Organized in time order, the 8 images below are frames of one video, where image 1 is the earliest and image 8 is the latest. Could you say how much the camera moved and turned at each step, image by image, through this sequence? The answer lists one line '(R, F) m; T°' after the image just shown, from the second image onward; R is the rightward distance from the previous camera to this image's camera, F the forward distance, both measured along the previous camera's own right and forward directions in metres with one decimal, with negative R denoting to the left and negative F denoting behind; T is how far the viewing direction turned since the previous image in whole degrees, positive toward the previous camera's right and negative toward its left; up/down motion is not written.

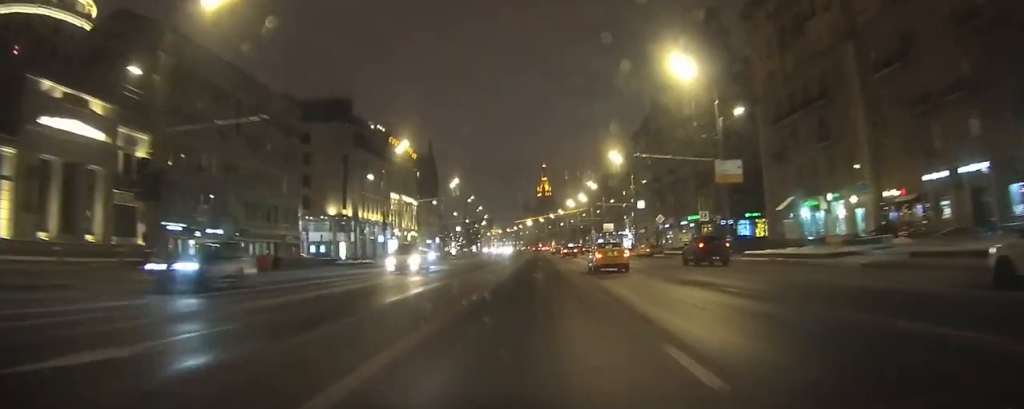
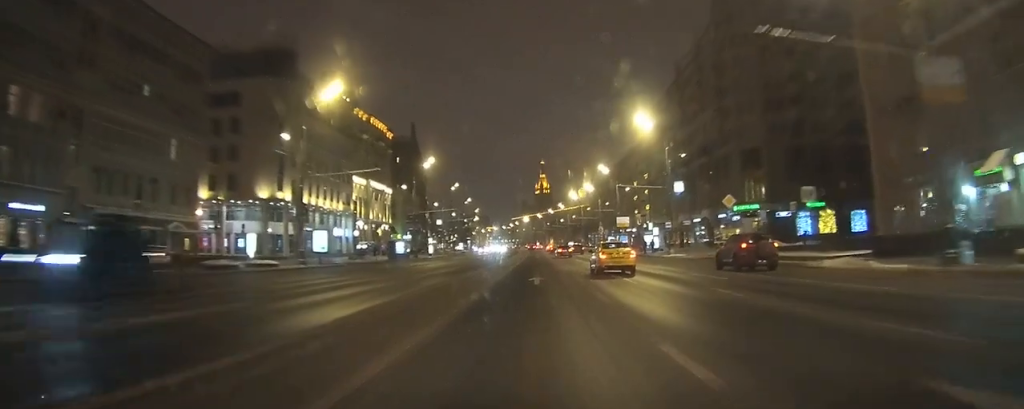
(0.0, +25.2) m; 0°
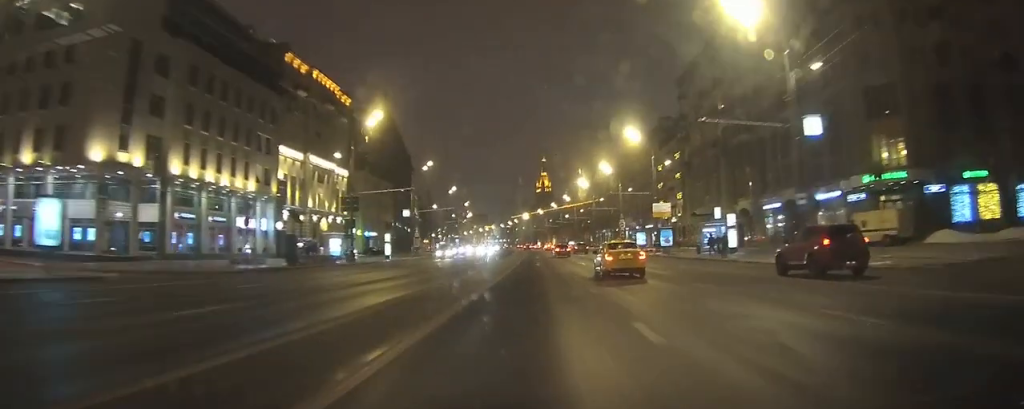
(-0.1, +29.6) m; 0°
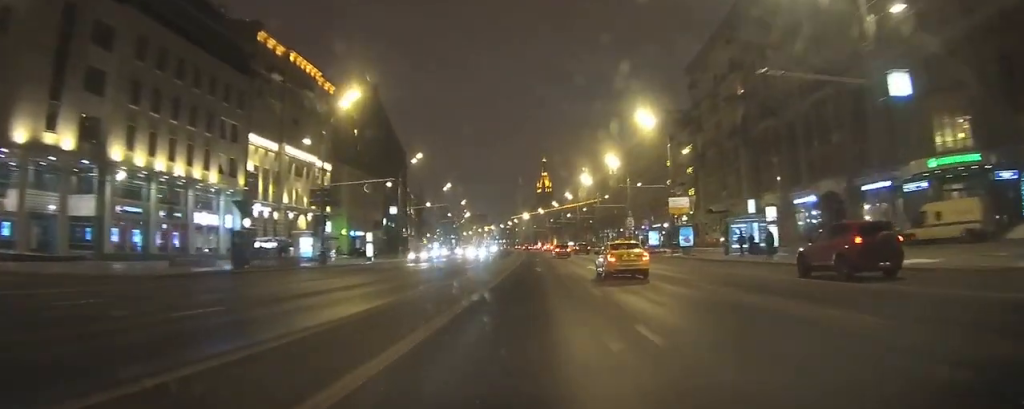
(0.0, +7.9) m; 0°
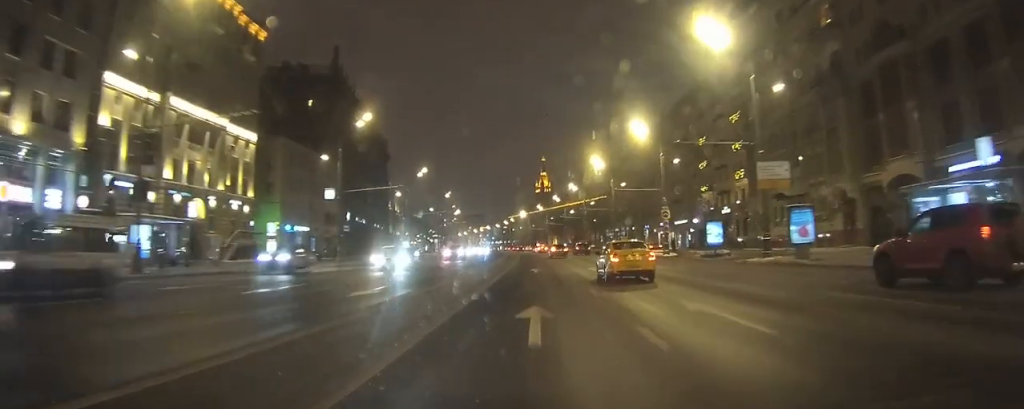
(+0.1, +23.3) m; 0°
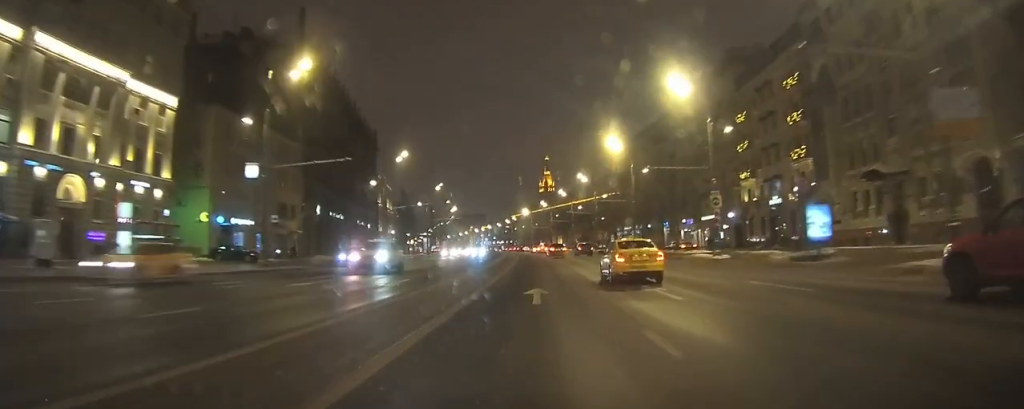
(0.0, +16.0) m; 0°
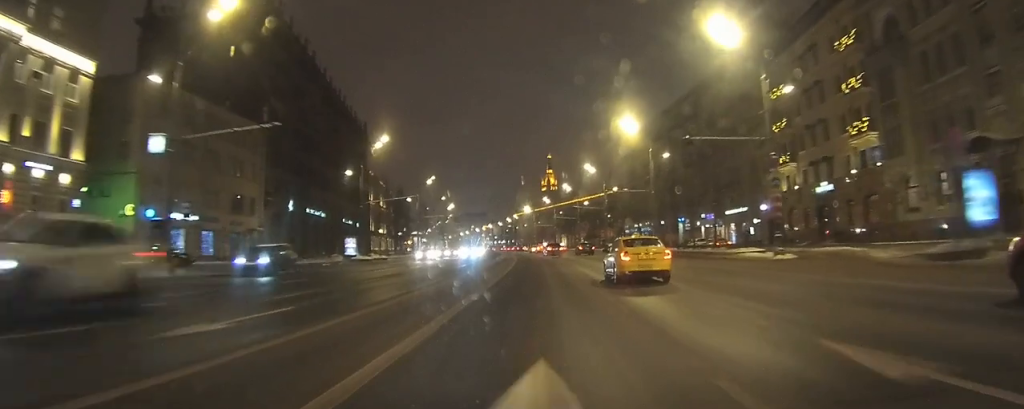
(0.0, +11.0) m; -1°
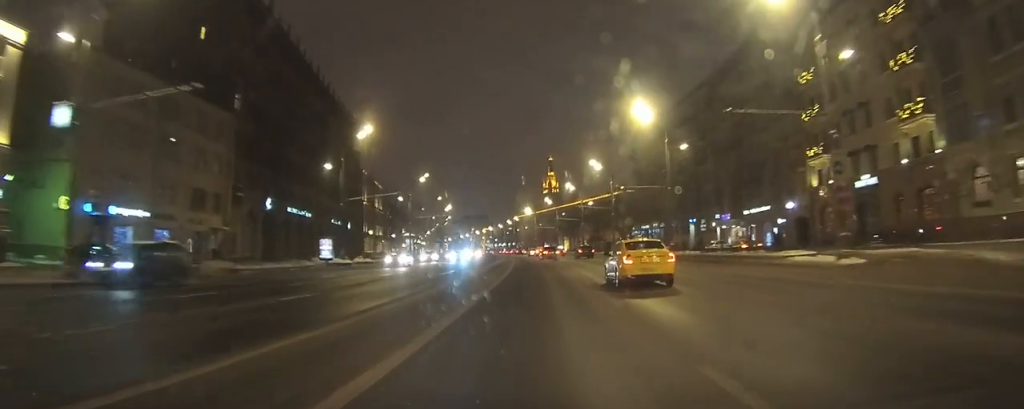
(0.0, +7.1) m; 0°
